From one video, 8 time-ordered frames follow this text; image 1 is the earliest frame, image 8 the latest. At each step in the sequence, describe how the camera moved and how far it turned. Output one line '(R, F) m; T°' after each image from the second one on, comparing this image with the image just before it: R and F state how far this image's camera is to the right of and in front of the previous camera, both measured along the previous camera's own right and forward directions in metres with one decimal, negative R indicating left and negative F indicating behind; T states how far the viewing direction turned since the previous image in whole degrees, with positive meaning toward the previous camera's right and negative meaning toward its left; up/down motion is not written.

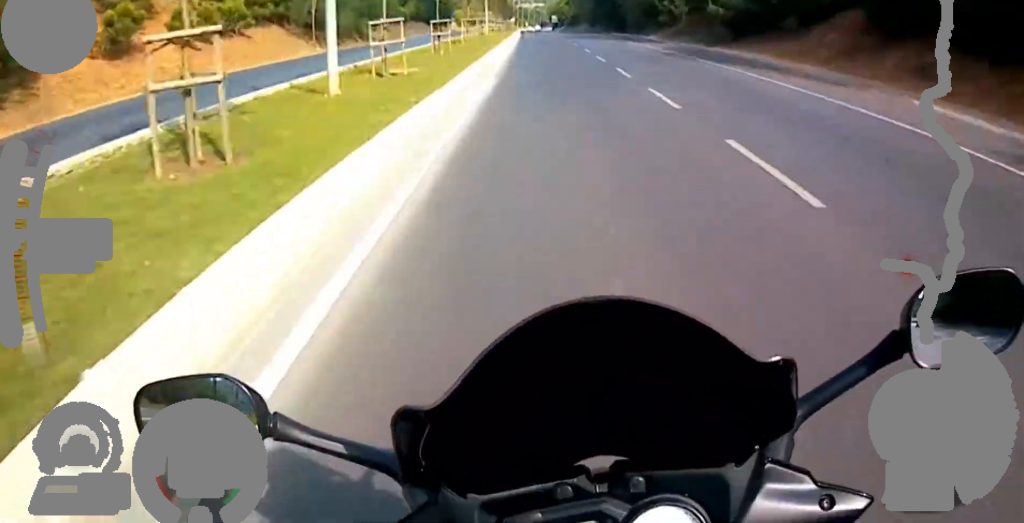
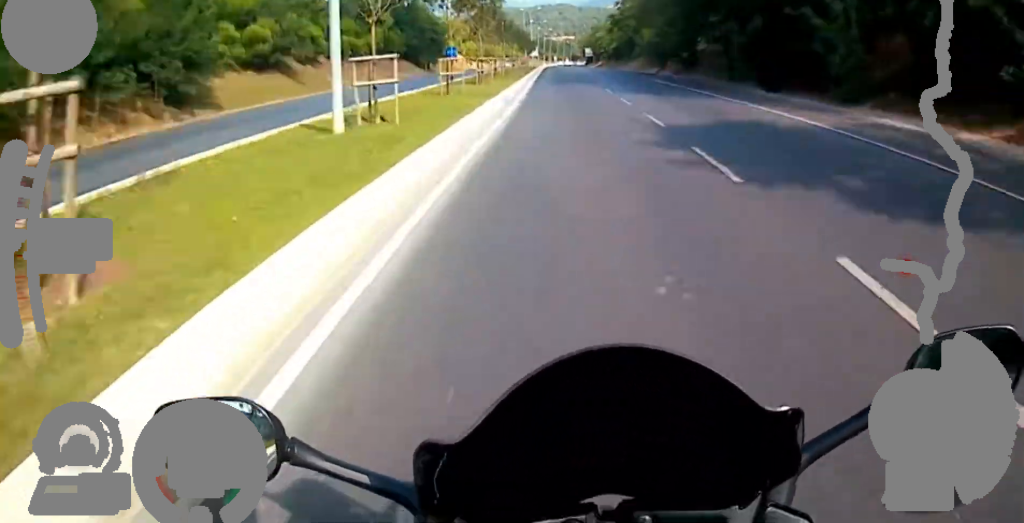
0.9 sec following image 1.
(+0.2, +44.3) m; 0°
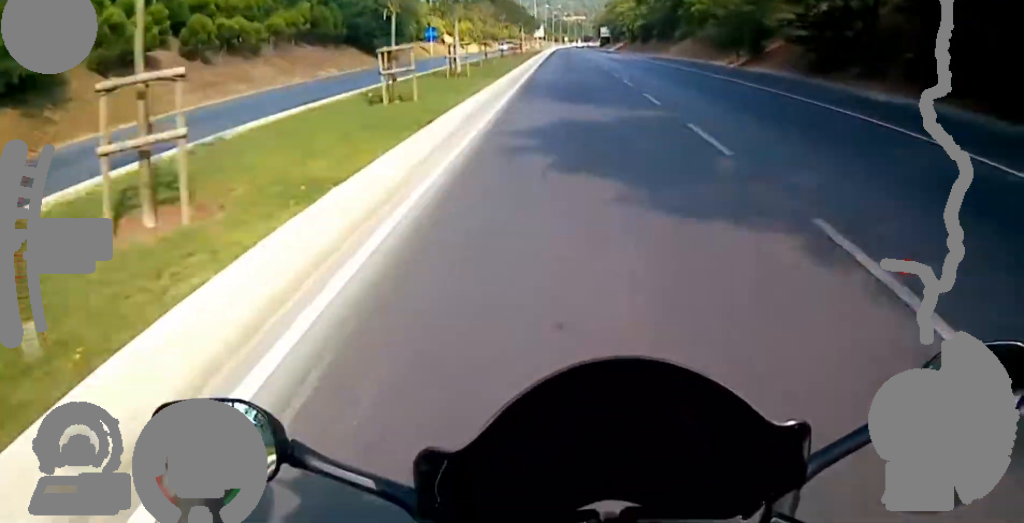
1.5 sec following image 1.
(+0.5, +31.2) m; 0°
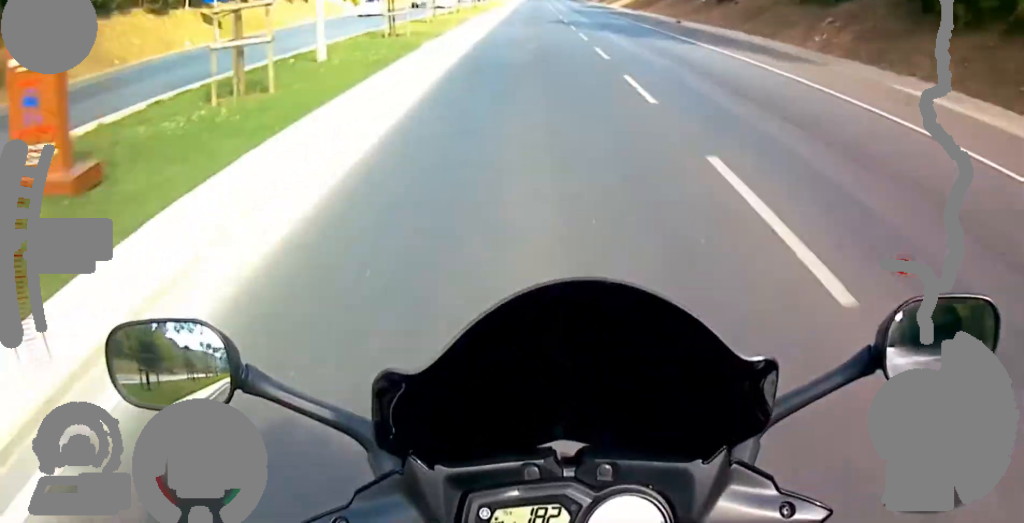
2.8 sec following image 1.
(-0.7, +58.9) m; +1°
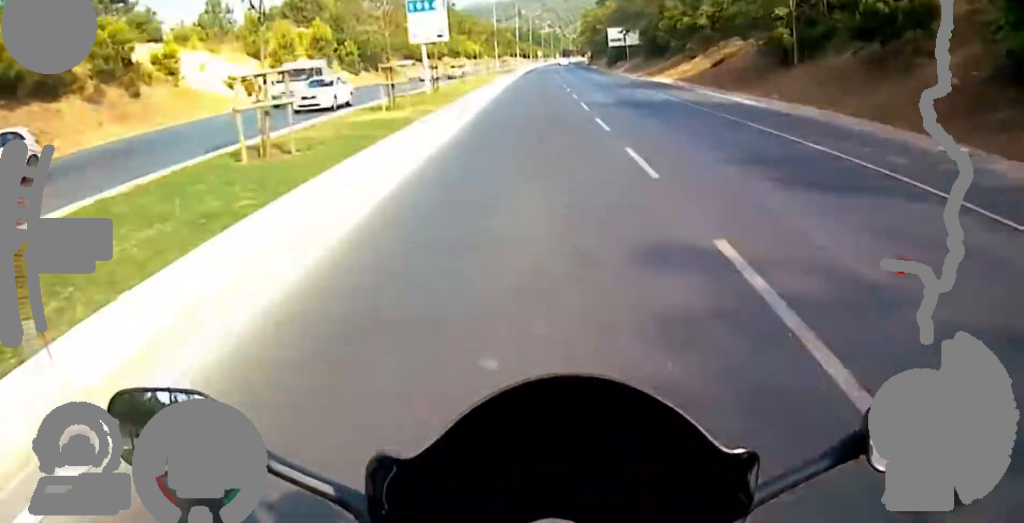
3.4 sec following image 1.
(+1.1, +29.0) m; +1°
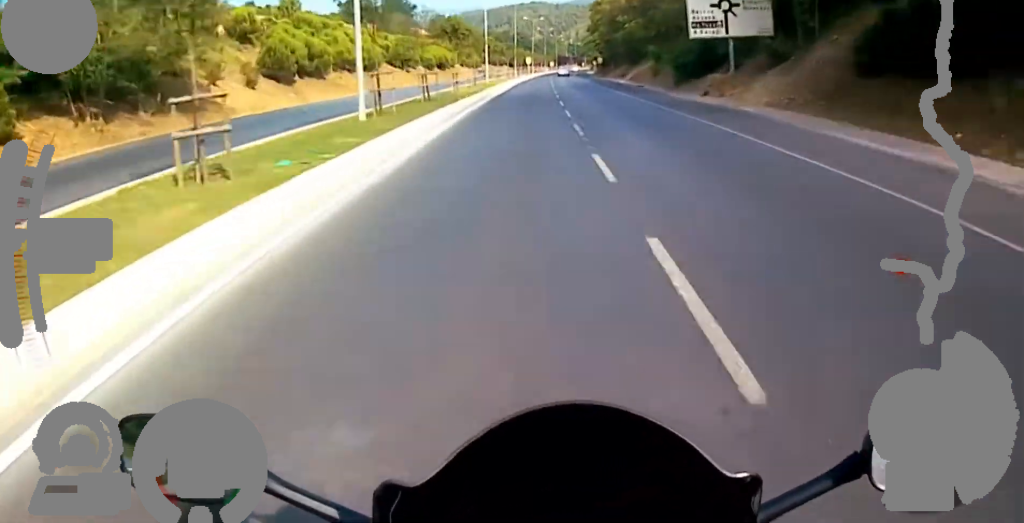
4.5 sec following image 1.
(-0.5, +48.8) m; +1°
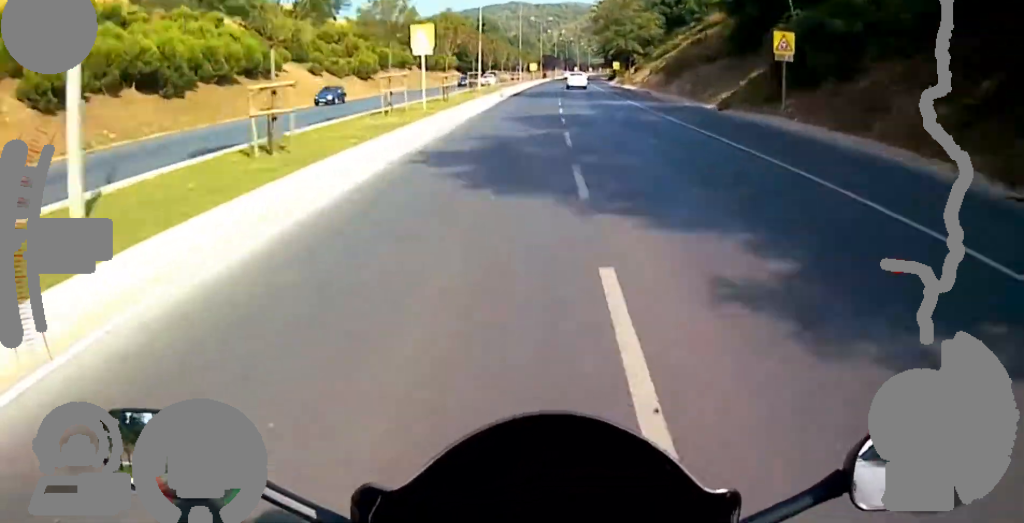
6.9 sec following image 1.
(+5.7, +91.3) m; +3°
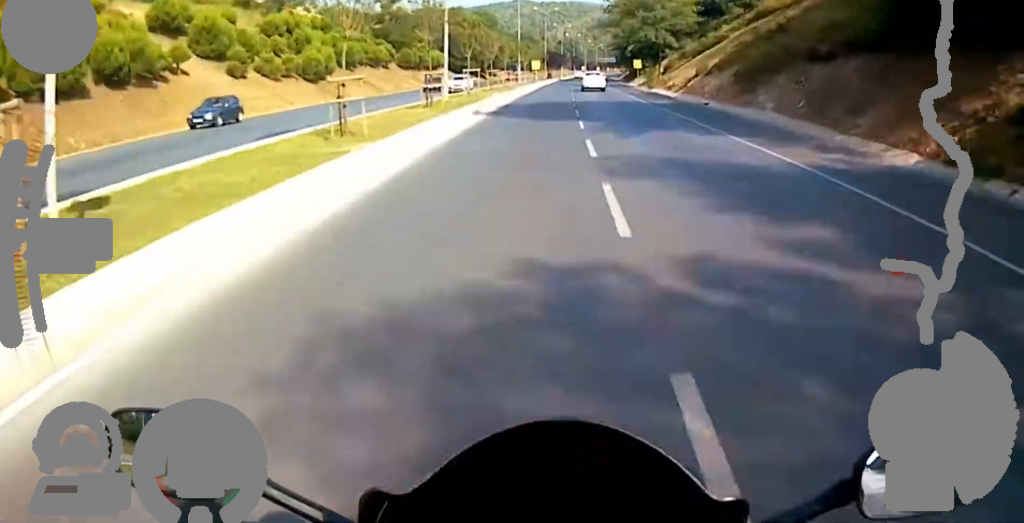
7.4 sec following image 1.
(-0.4, +20.3) m; -1°
